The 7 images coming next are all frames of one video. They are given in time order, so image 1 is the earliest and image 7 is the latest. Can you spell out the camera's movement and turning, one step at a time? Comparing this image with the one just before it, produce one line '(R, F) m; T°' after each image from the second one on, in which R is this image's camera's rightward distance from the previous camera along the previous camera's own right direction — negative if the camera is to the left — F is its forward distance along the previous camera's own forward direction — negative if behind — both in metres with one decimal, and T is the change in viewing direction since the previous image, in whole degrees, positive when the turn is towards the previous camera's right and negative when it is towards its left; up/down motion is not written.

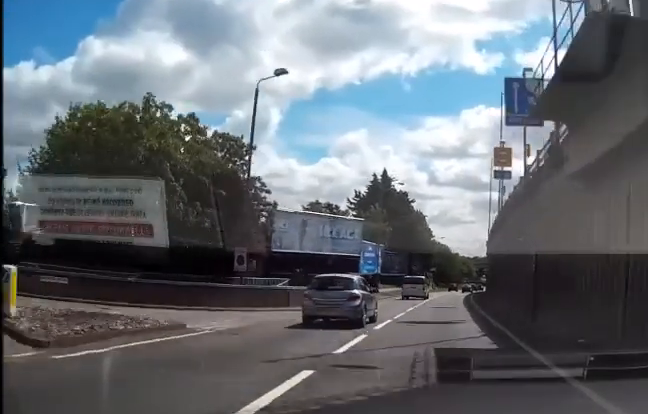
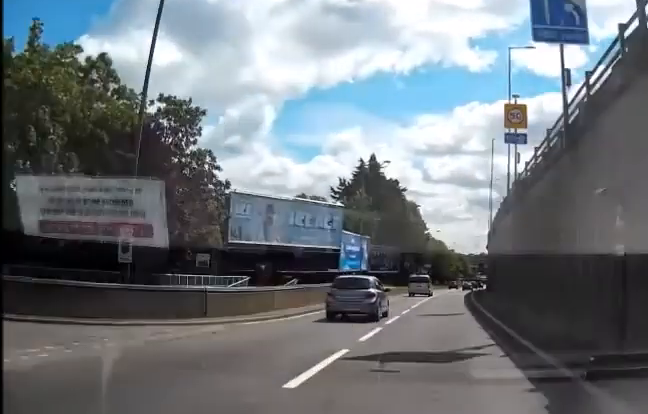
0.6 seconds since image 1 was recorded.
(0.0, +9.6) m; 0°
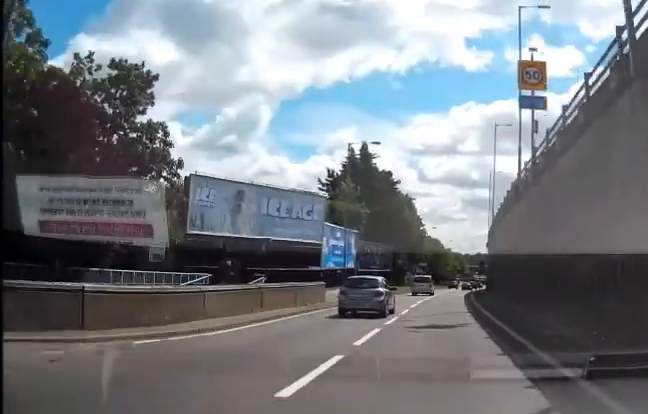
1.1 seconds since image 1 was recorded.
(0.0, +6.6) m; 0°
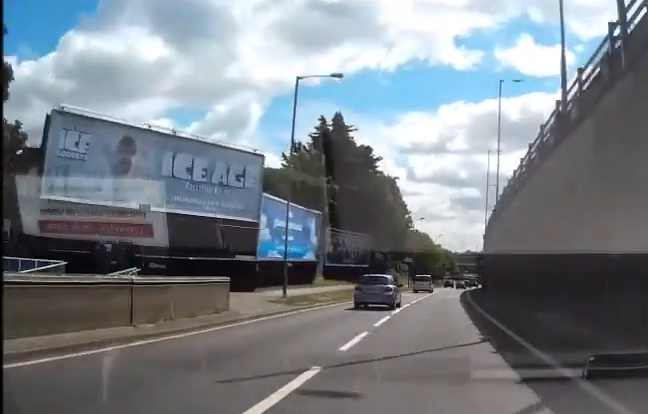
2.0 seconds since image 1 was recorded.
(0.0, +13.6) m; +1°
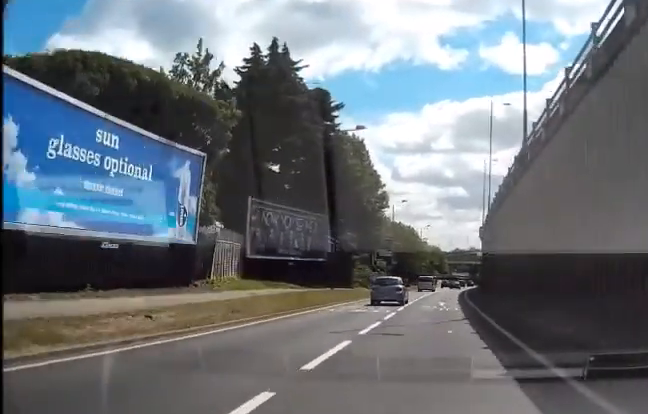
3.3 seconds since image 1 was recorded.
(+0.5, +20.2) m; +2°
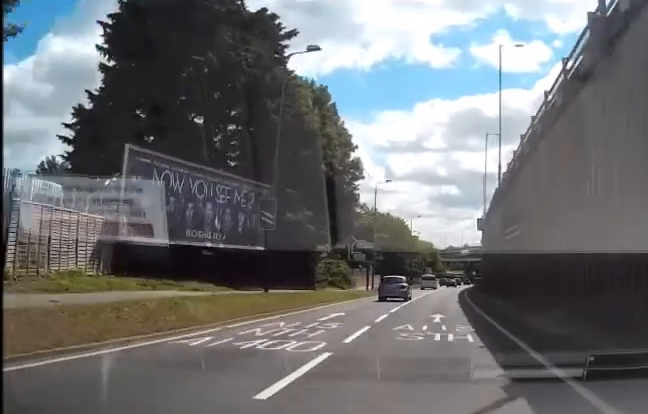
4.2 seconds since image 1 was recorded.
(+0.1, +14.2) m; 0°
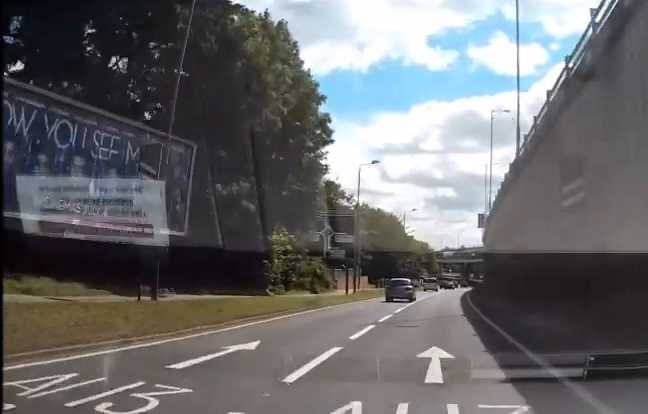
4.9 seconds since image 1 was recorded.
(0.0, +10.6) m; 0°
